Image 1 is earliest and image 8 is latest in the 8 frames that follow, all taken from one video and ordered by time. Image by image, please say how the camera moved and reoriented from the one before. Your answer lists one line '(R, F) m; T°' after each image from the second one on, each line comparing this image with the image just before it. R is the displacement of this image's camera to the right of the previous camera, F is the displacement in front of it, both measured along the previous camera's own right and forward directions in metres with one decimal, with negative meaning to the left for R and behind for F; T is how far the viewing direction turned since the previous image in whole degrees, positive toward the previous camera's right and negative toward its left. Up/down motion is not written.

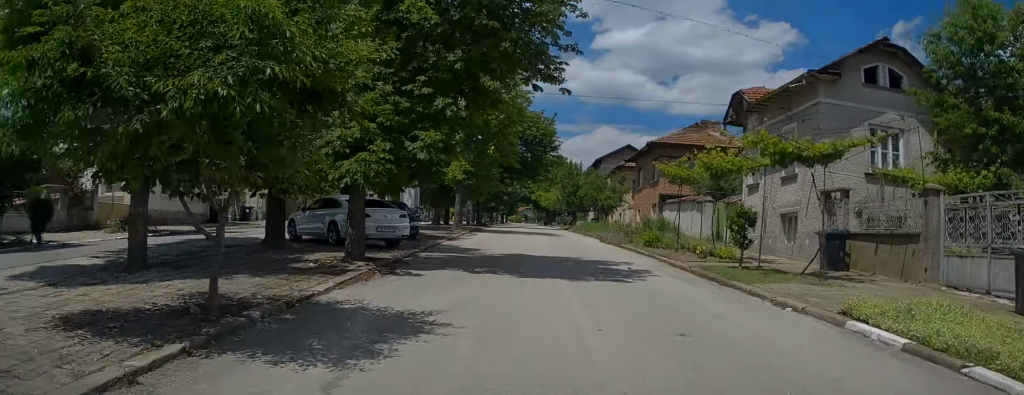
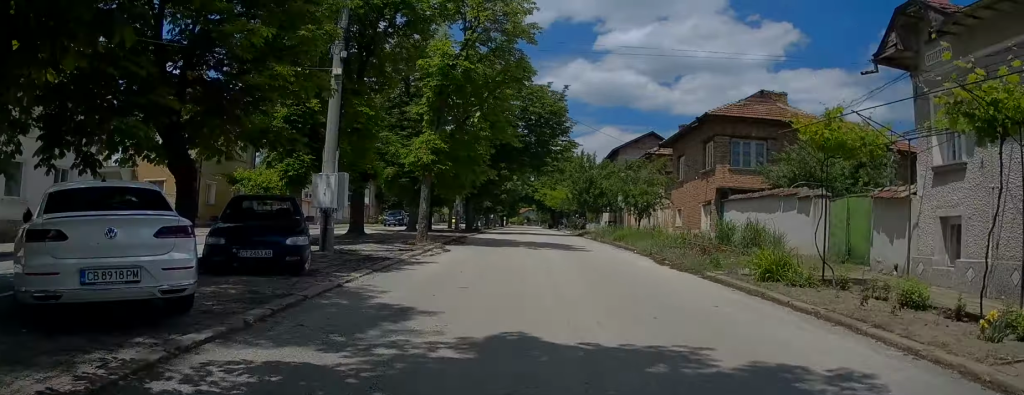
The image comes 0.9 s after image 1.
(-0.1, +11.6) m; +1°
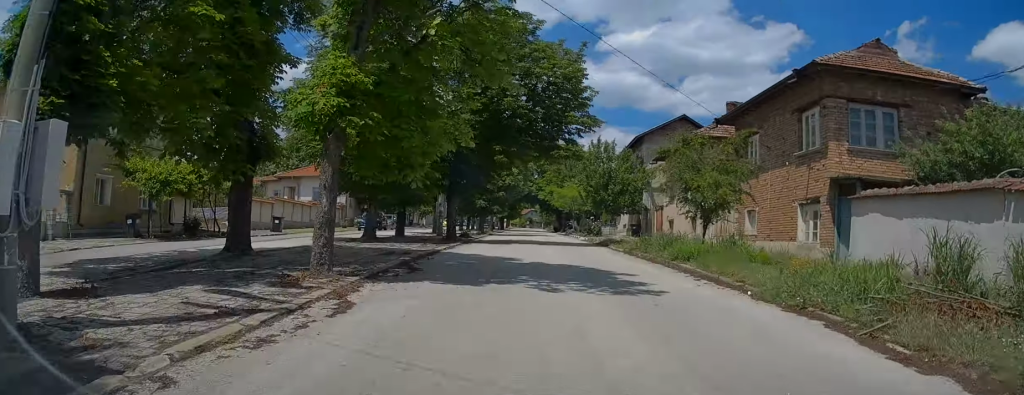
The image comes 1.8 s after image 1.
(+0.2, +10.5) m; 0°
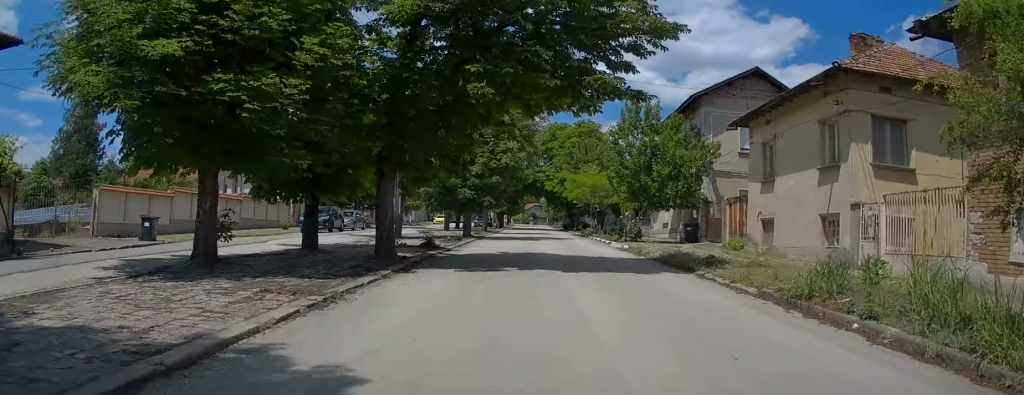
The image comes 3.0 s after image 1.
(-0.3, +14.0) m; -1°
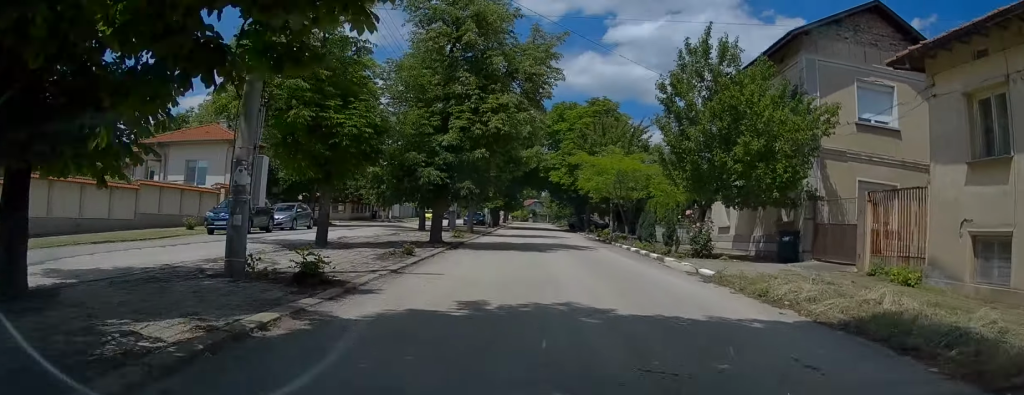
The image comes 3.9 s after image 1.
(+0.1, +11.3) m; -1°
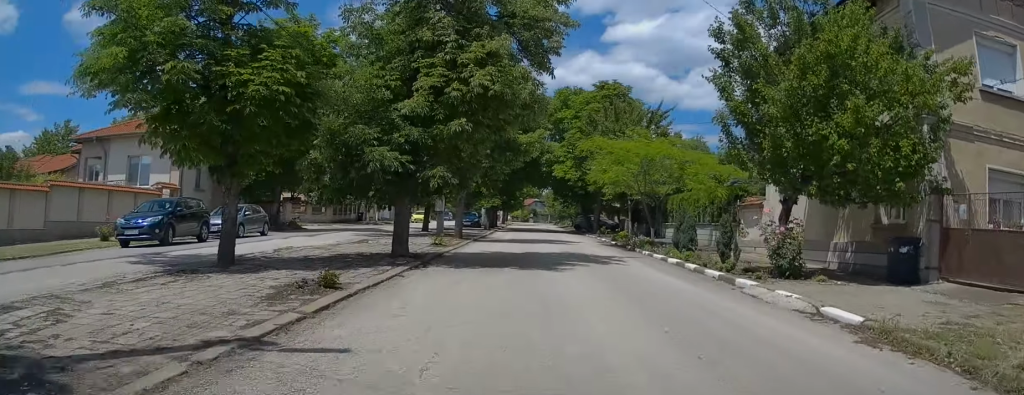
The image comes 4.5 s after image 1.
(-0.2, +6.2) m; 0°
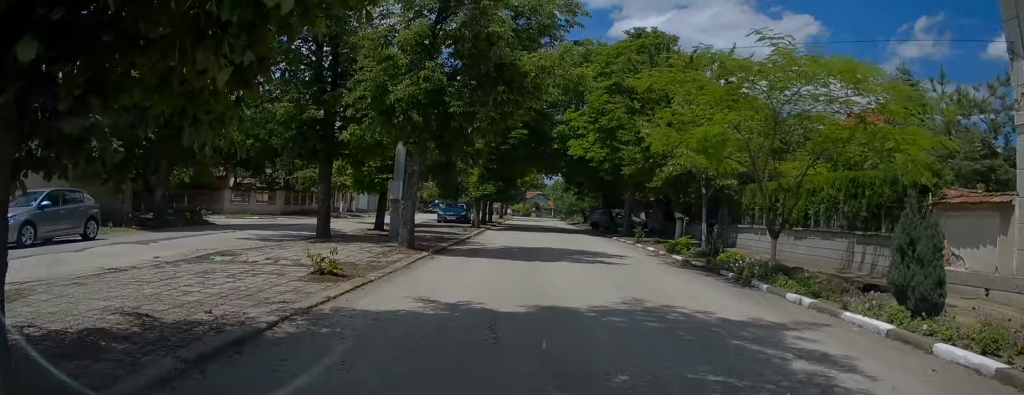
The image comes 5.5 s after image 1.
(+0.1, +12.4) m; +1°
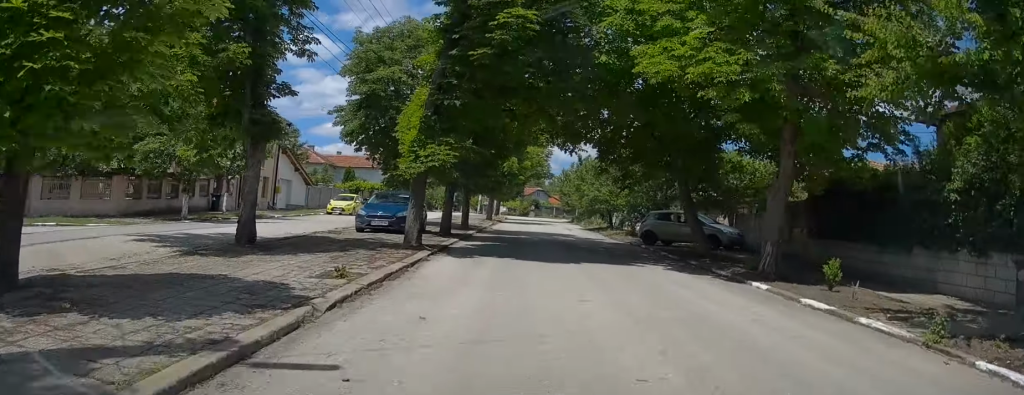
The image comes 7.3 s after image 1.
(+0.2, +19.6) m; +1°
